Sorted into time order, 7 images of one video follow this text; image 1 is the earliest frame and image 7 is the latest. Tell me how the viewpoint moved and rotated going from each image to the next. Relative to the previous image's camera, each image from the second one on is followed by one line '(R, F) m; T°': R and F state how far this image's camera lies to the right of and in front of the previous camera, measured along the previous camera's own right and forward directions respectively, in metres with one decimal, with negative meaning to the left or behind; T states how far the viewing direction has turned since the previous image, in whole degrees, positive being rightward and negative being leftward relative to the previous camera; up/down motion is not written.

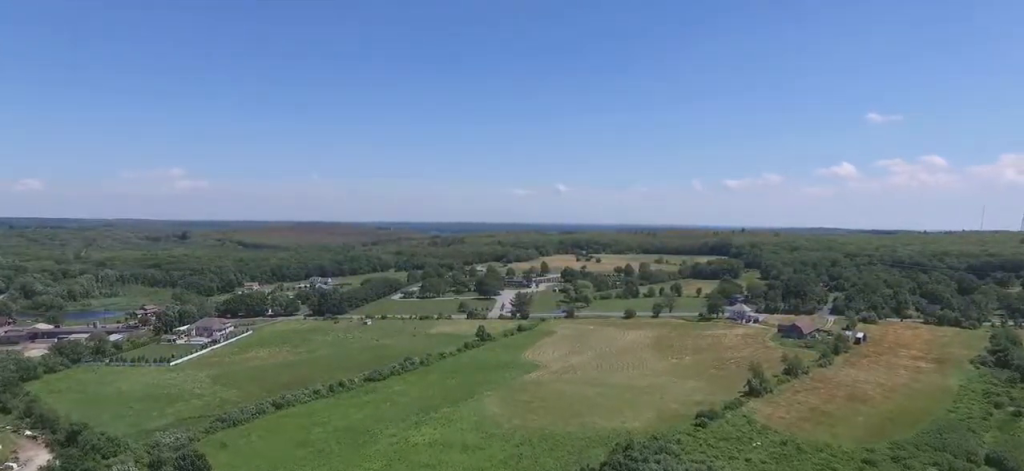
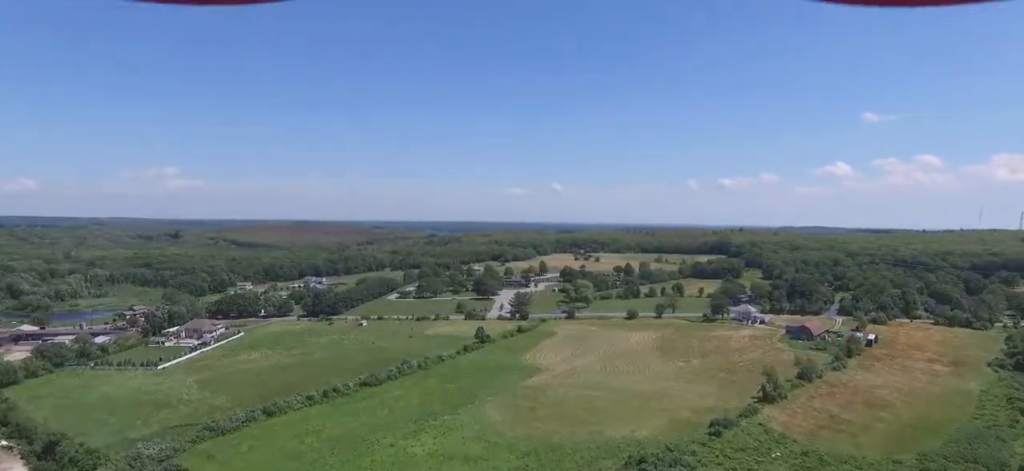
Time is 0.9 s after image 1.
(0.0, +12.3) m; 0°
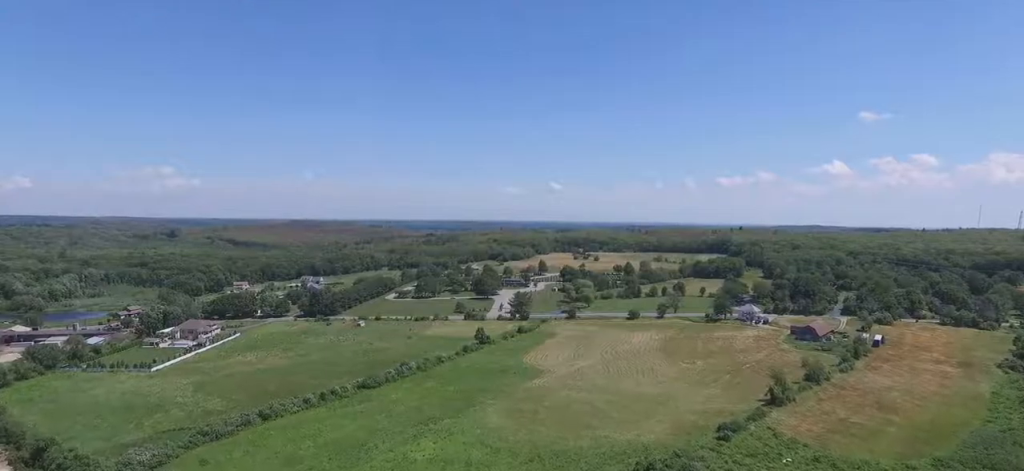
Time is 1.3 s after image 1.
(0.0, +5.7) m; 0°
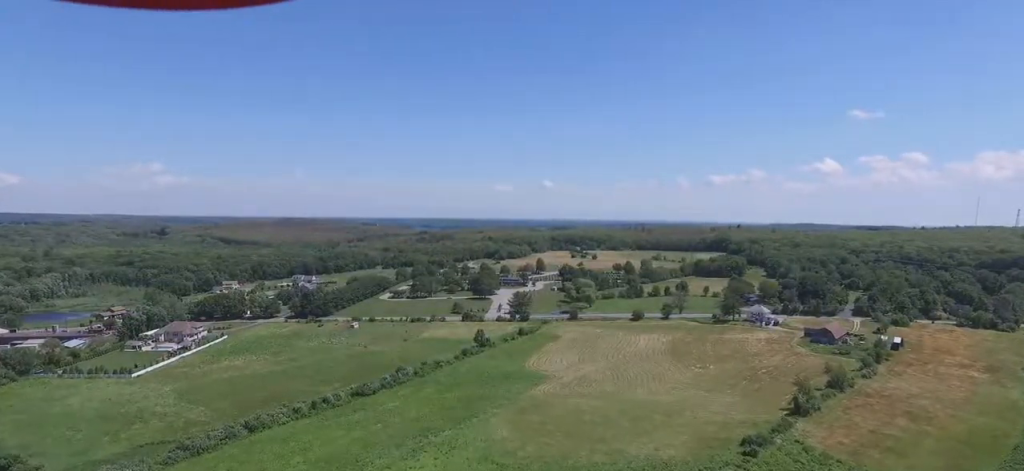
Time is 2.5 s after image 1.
(-0.1, +16.0) m; 0°
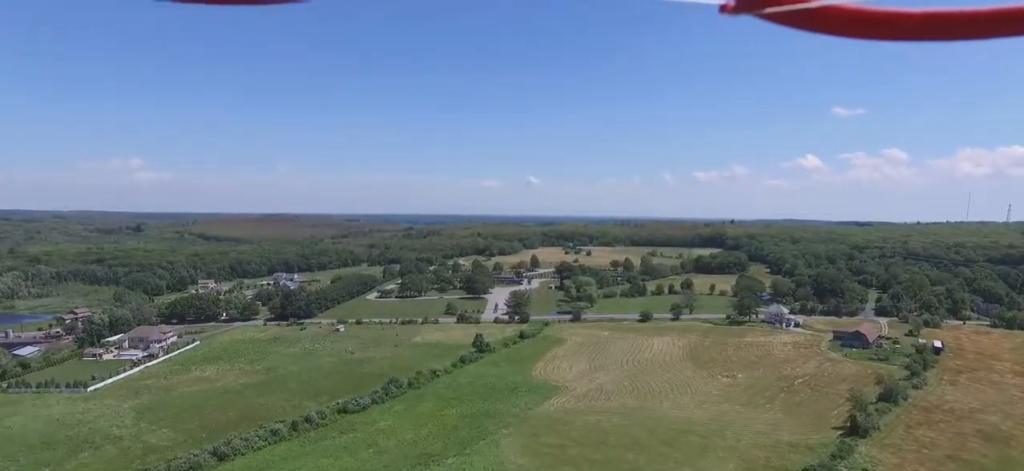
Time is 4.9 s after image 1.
(0.0, +31.3) m; -1°
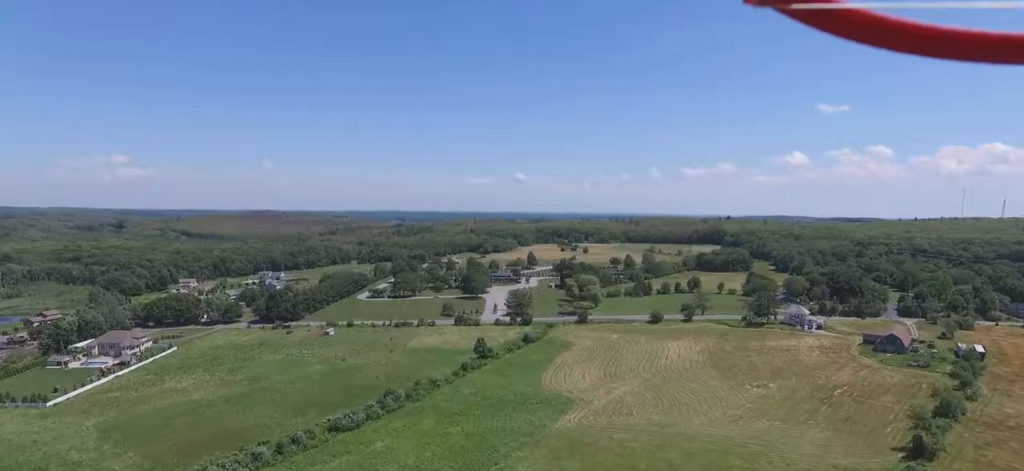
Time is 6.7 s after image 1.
(+0.7, +25.5) m; +3°
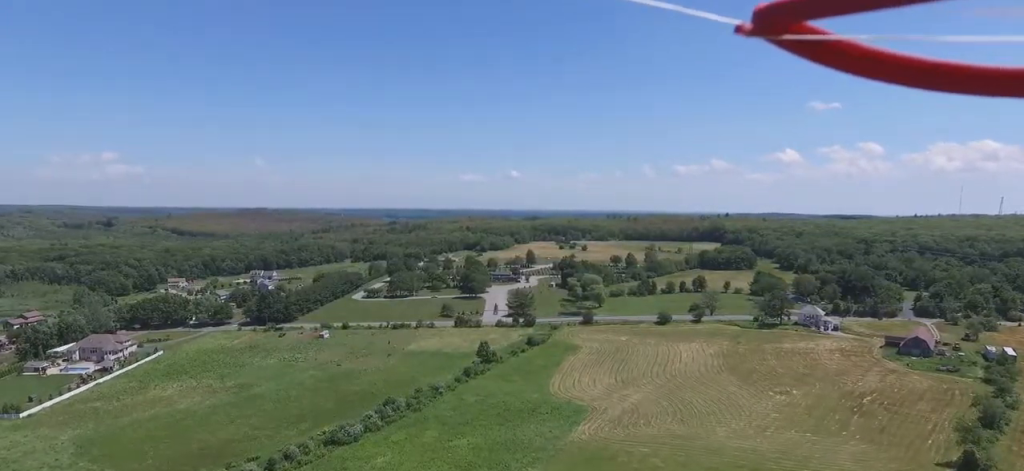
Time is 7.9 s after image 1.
(-0.3, +14.3) m; -1°
